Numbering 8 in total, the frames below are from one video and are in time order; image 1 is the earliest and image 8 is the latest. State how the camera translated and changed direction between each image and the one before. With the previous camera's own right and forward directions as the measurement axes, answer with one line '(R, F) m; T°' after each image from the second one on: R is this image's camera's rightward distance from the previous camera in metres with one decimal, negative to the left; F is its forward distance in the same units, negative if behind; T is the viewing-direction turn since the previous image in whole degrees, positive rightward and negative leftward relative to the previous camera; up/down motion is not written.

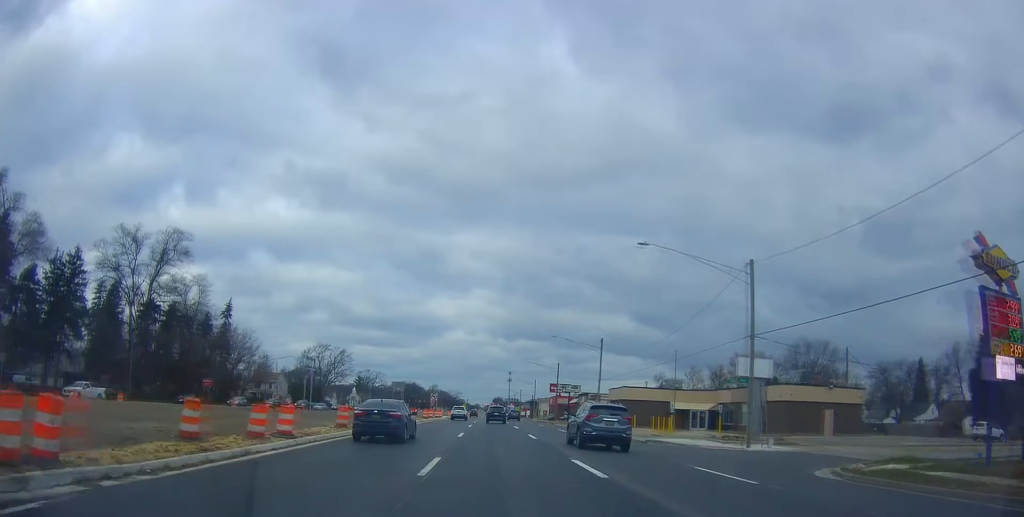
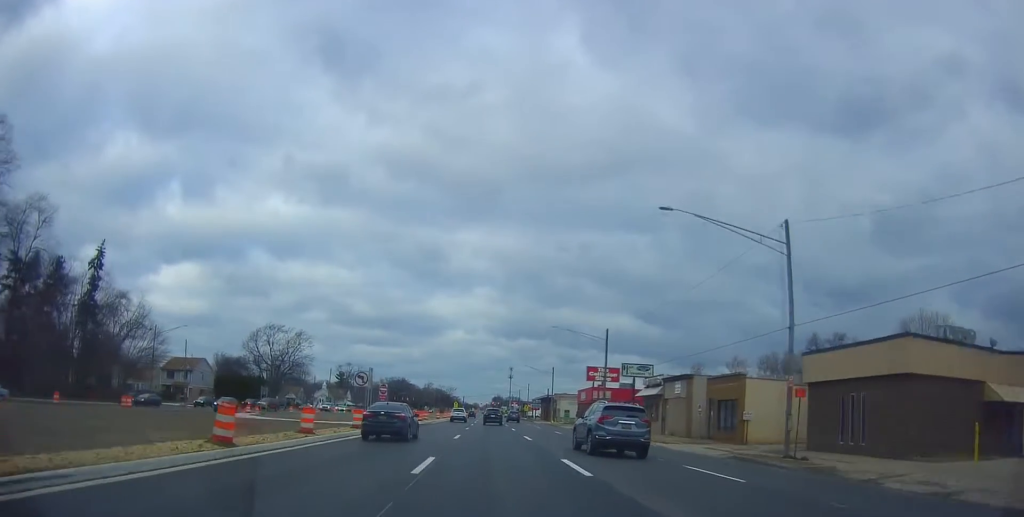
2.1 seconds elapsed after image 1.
(-0.1, +45.4) m; 0°
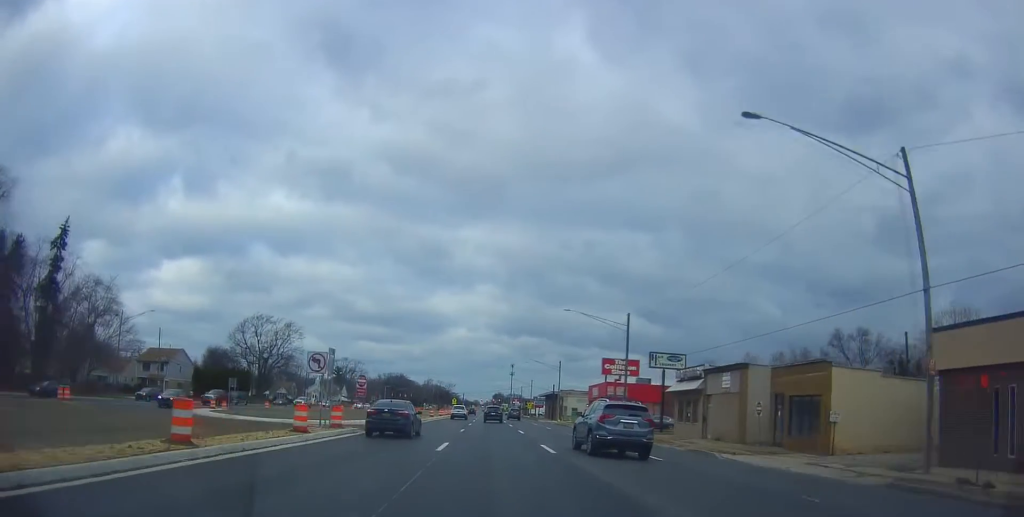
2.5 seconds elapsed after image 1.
(0.0, +9.3) m; 0°
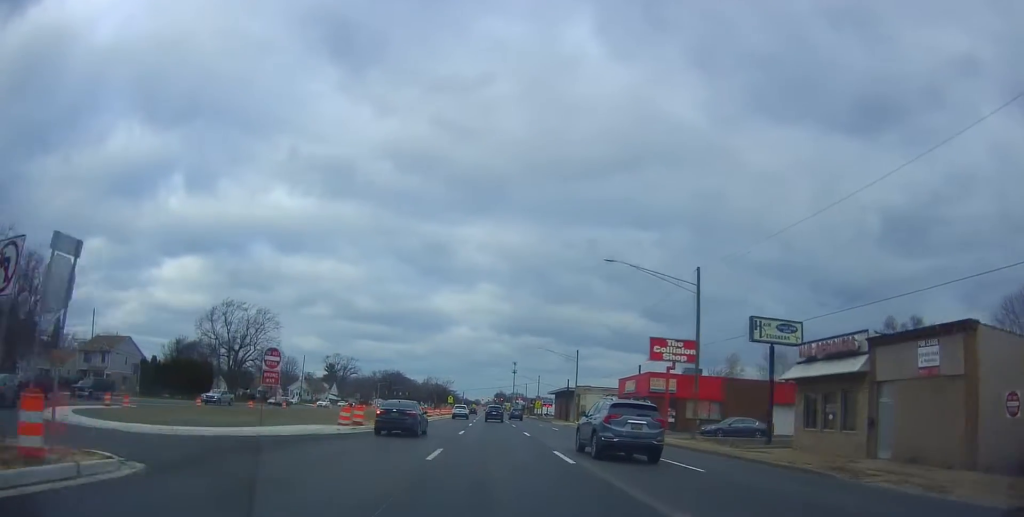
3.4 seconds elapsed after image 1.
(+0.6, +18.6) m; +2°
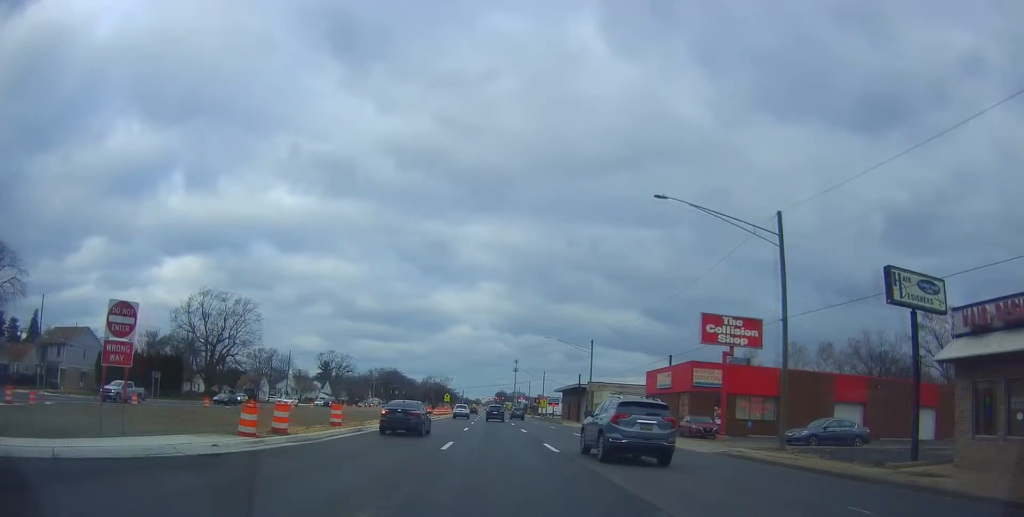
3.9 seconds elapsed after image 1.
(0.0, +11.4) m; -1°
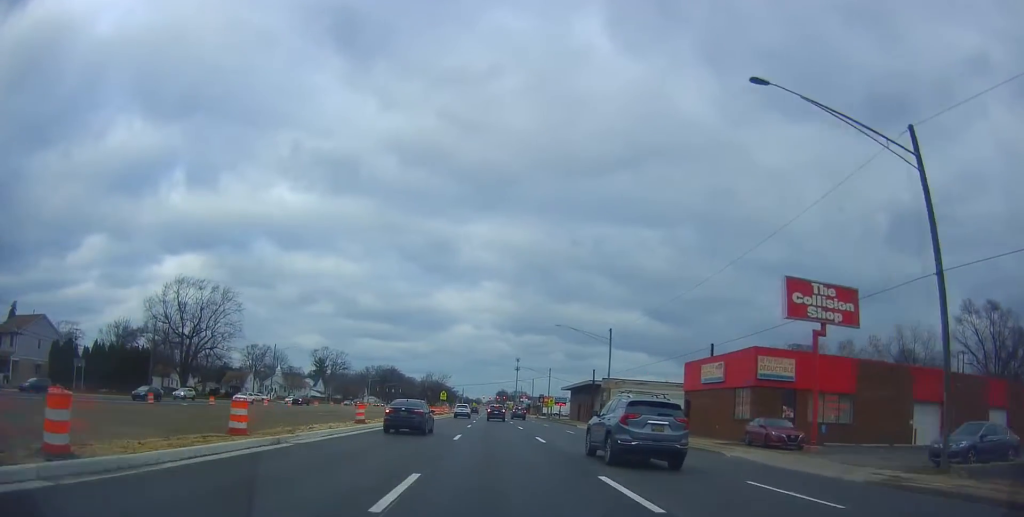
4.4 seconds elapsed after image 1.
(0.0, +10.7) m; -1°
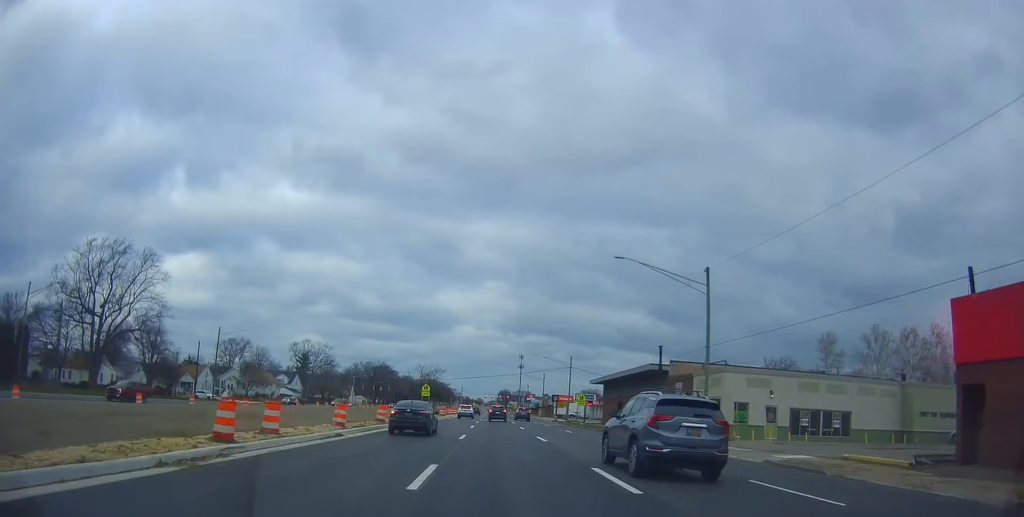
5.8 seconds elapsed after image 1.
(-0.8, +28.9) m; -2°
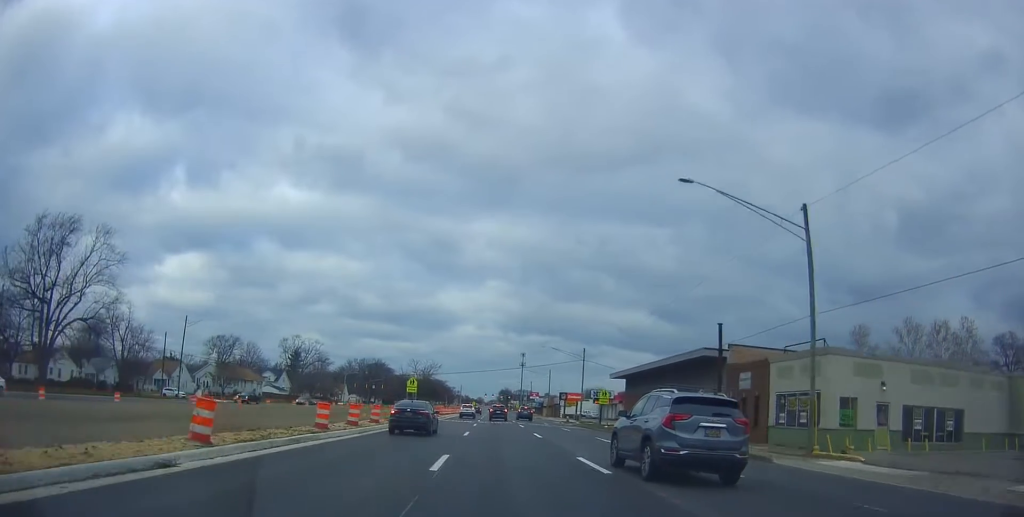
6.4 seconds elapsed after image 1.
(-0.3, +12.6) m; +1°
